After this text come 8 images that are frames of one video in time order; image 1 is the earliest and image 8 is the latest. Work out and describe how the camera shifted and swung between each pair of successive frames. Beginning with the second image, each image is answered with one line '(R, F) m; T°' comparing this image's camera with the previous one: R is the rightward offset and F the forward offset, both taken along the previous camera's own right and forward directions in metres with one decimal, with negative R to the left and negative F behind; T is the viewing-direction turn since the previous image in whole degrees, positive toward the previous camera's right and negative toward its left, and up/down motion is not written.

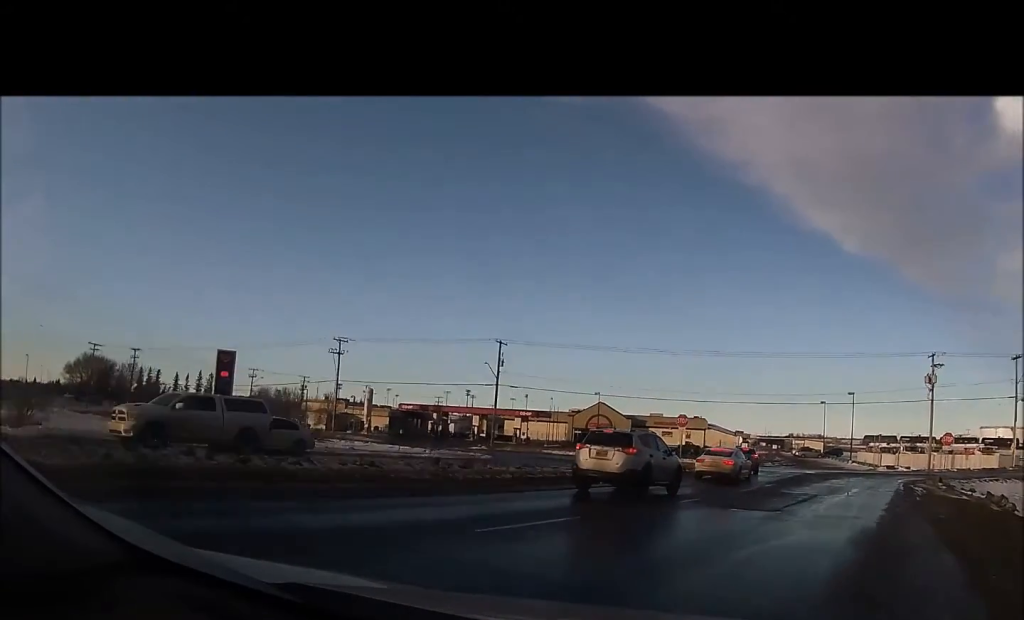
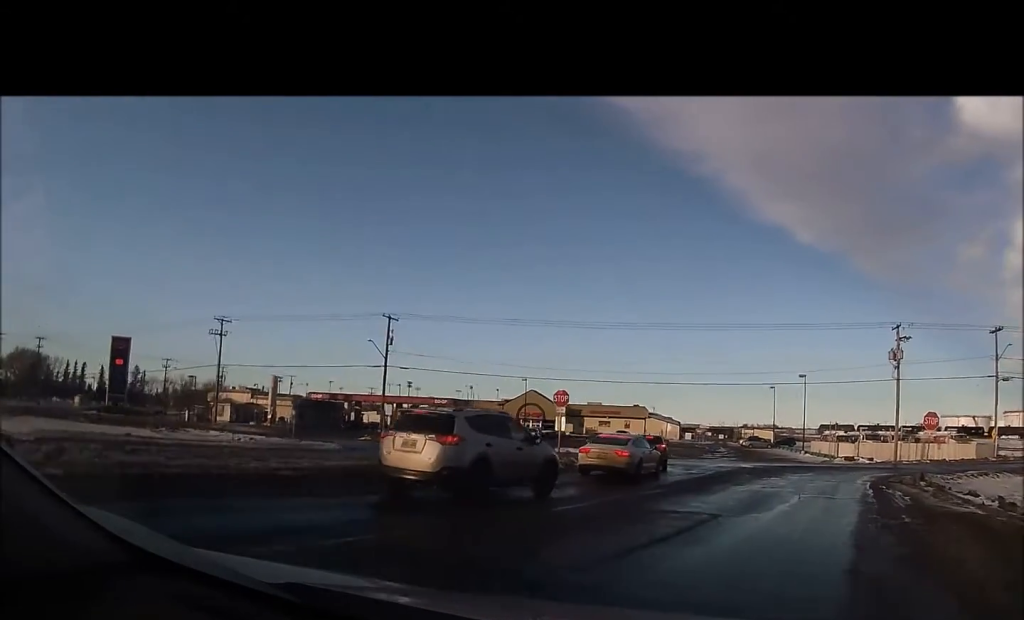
(+0.8, +10.2) m; +7°
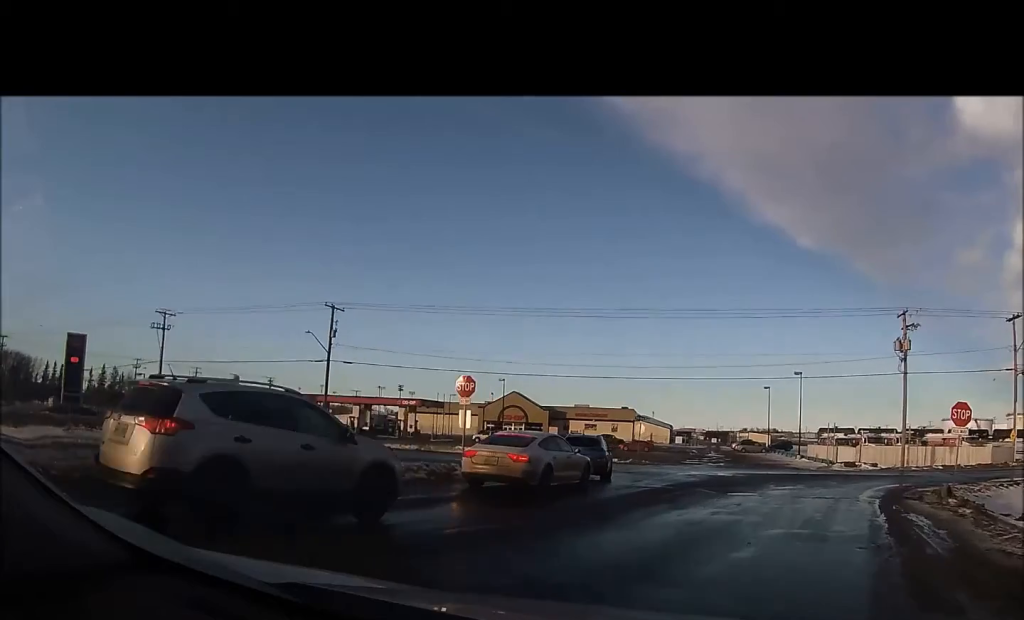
(+0.3, +8.1) m; +2°
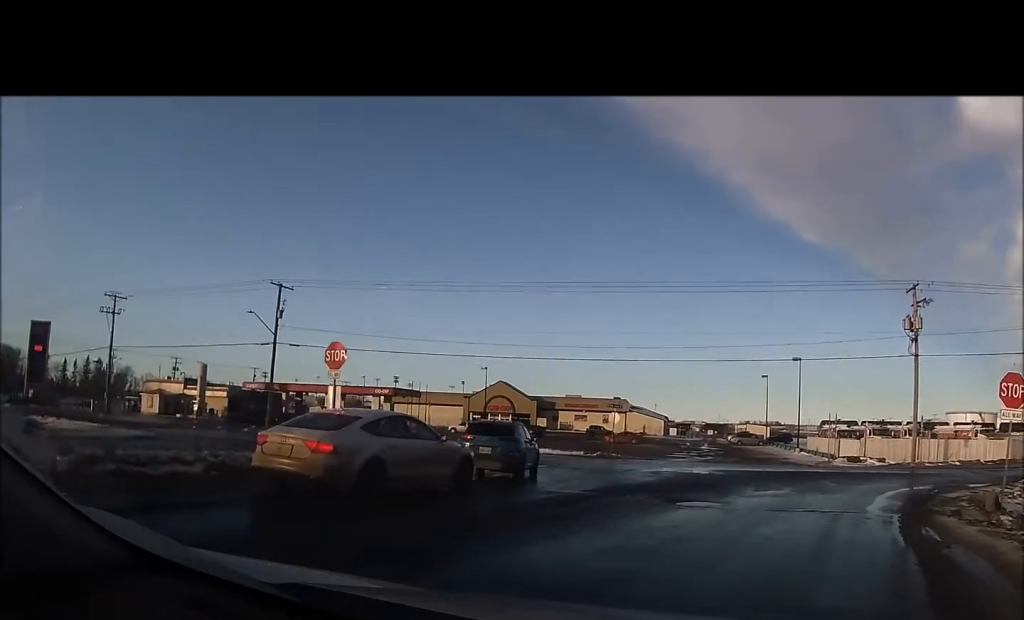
(0.0, +5.8) m; 0°
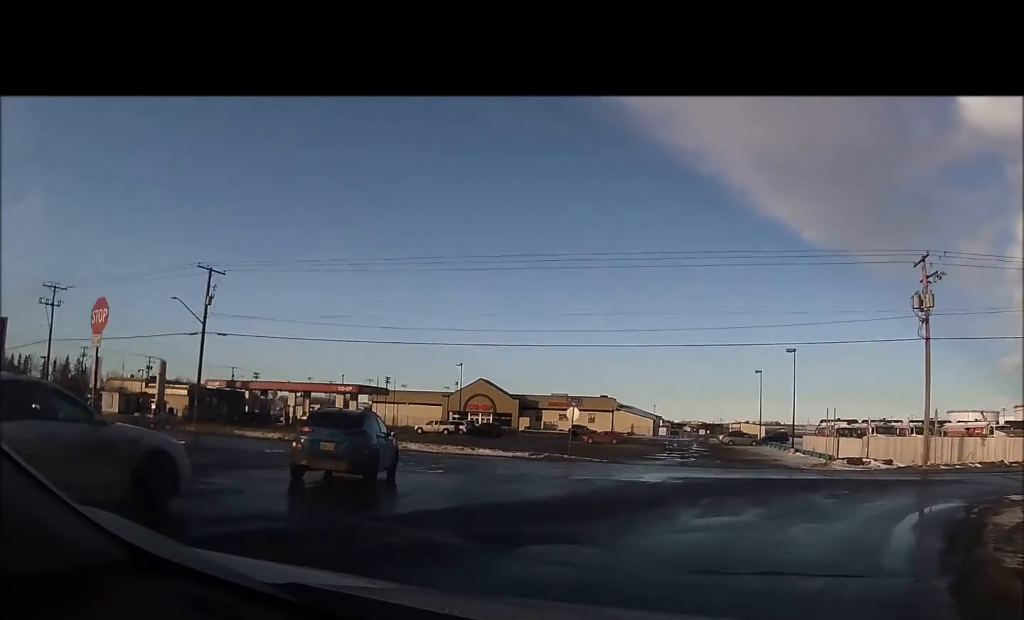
(0.0, +7.5) m; -1°
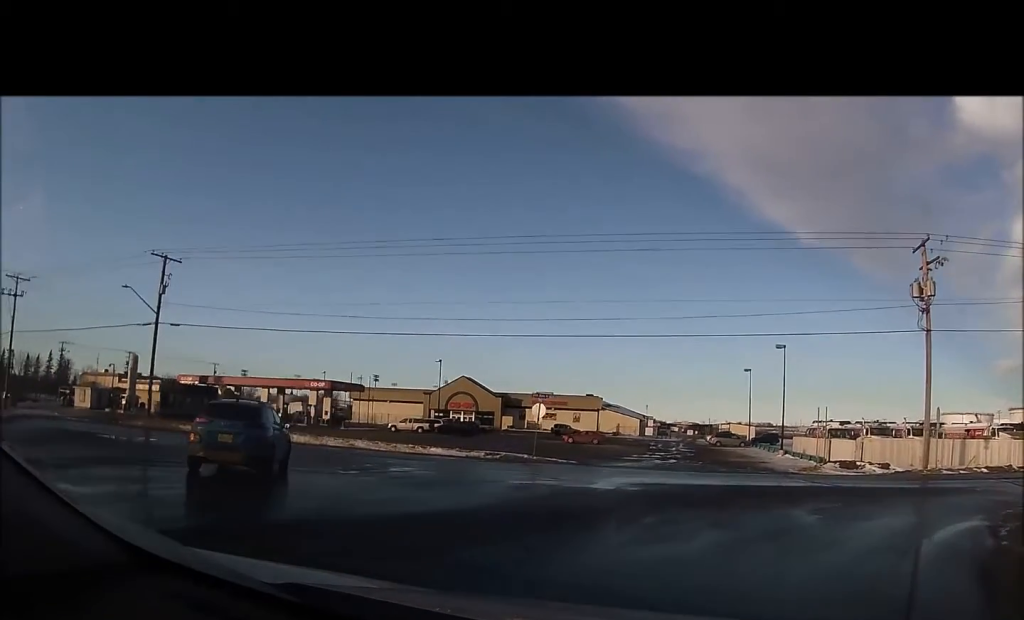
(+0.1, +4.1) m; -2°
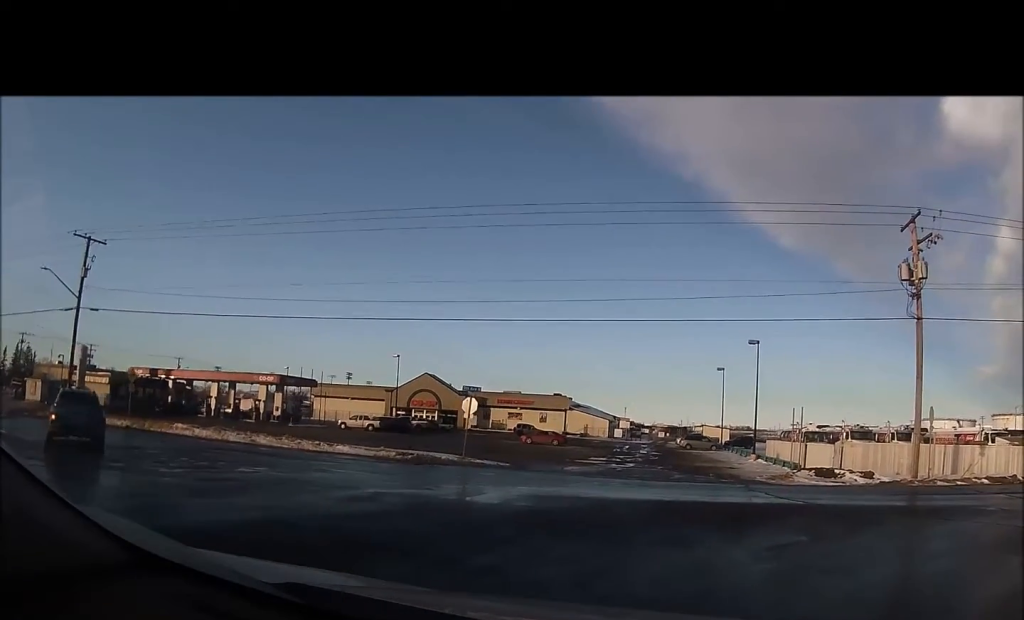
(+0.2, +6.1) m; +14°
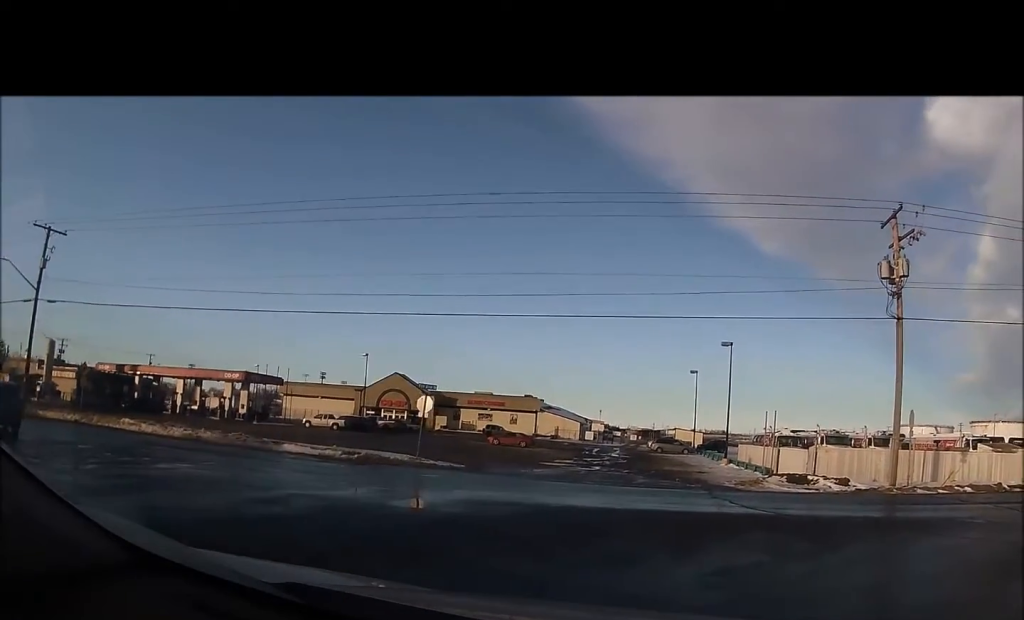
(+0.1, +1.8) m; +4°
